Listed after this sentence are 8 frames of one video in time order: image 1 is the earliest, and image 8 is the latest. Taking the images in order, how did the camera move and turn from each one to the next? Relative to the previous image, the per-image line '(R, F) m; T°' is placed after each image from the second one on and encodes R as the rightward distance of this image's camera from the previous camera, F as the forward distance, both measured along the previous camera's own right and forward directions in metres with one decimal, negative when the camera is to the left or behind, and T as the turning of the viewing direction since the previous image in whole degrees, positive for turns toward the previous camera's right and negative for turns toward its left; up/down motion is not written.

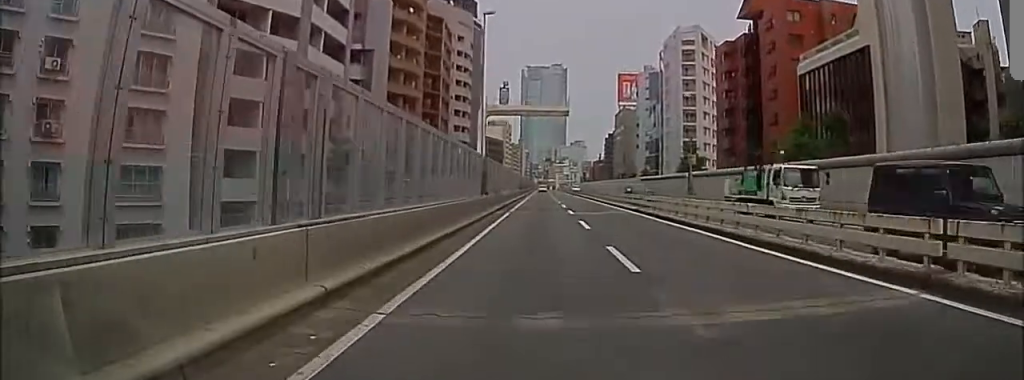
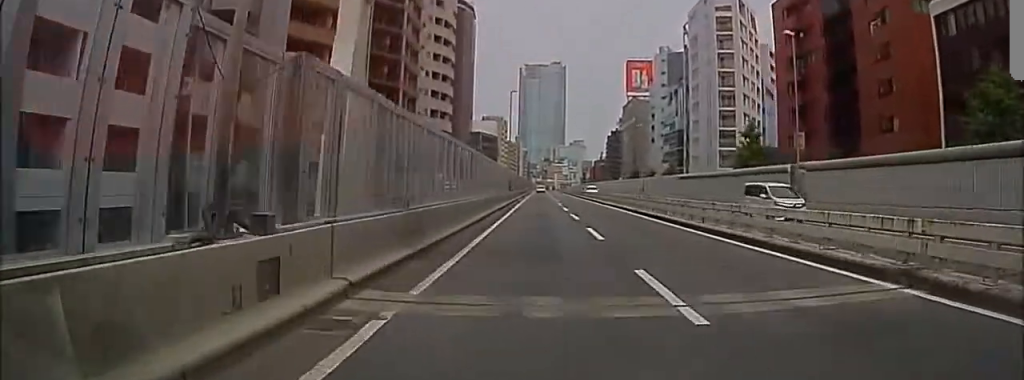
(+0.1, +23.6) m; -1°
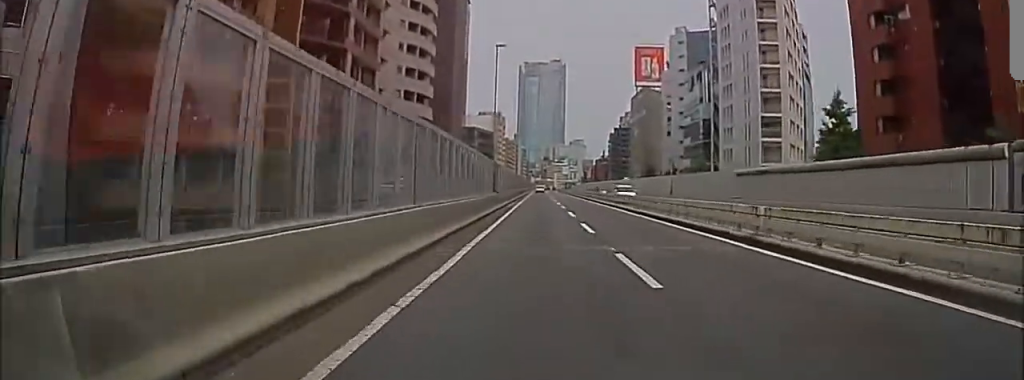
(-0.3, +16.6) m; 0°
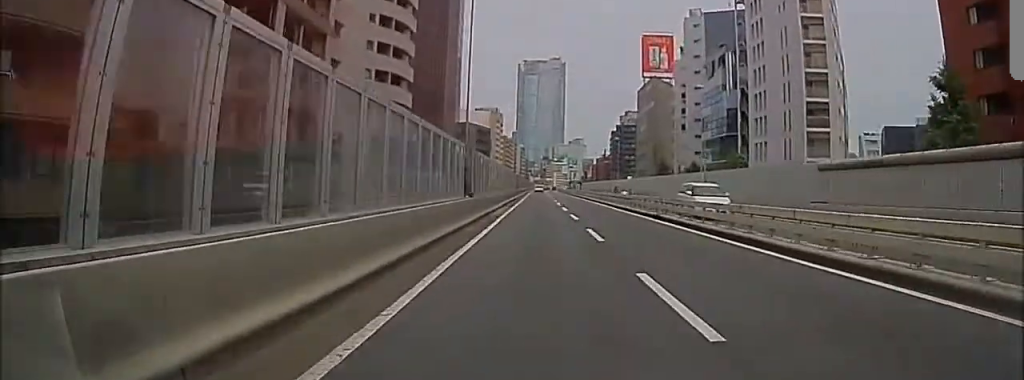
(+0.1, +12.2) m; 0°
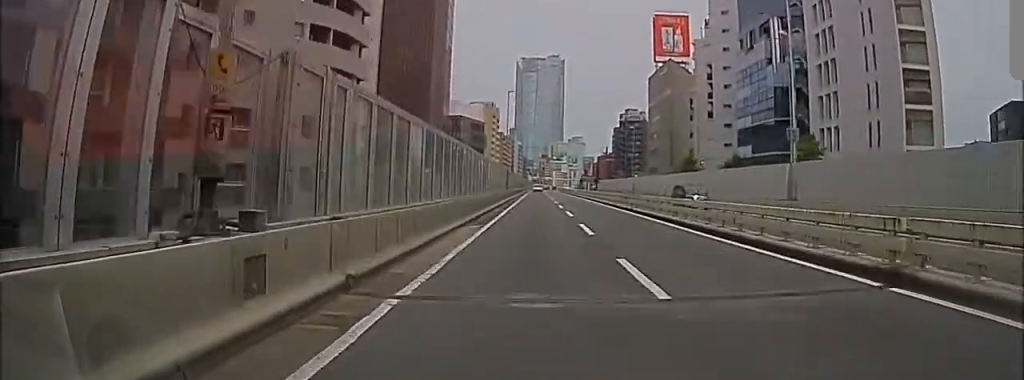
(+0.2, +17.7) m; +1°
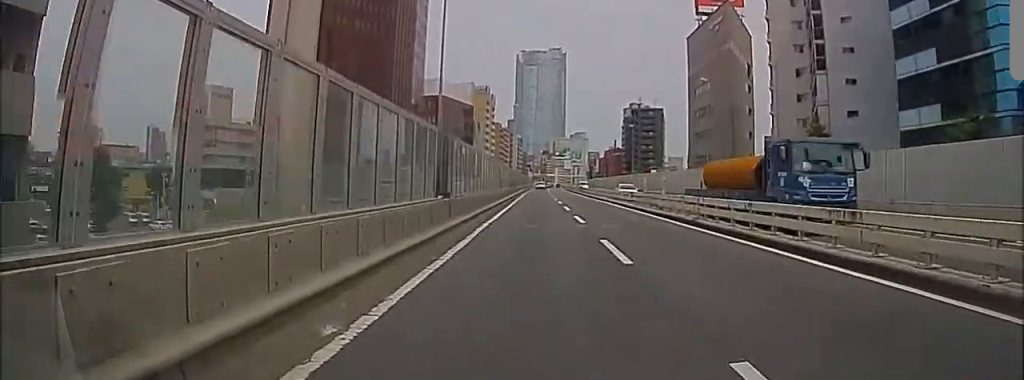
(0.0, +38.3) m; 0°
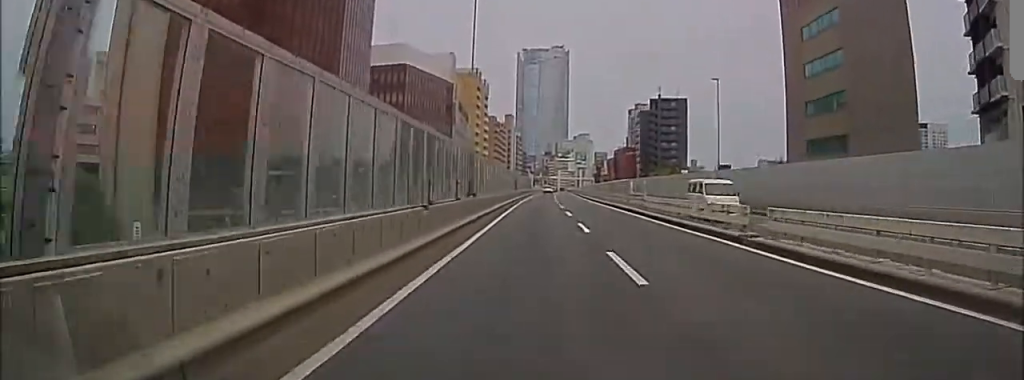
(0.0, +43.2) m; 0°
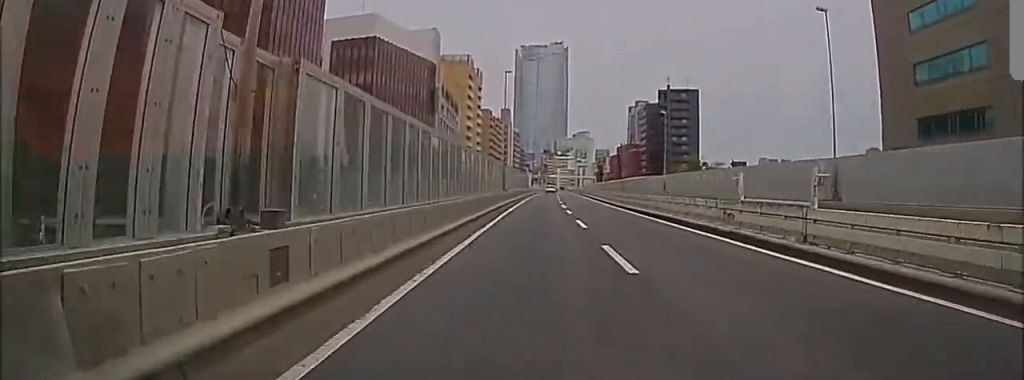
(0.0, +19.8) m; 0°
